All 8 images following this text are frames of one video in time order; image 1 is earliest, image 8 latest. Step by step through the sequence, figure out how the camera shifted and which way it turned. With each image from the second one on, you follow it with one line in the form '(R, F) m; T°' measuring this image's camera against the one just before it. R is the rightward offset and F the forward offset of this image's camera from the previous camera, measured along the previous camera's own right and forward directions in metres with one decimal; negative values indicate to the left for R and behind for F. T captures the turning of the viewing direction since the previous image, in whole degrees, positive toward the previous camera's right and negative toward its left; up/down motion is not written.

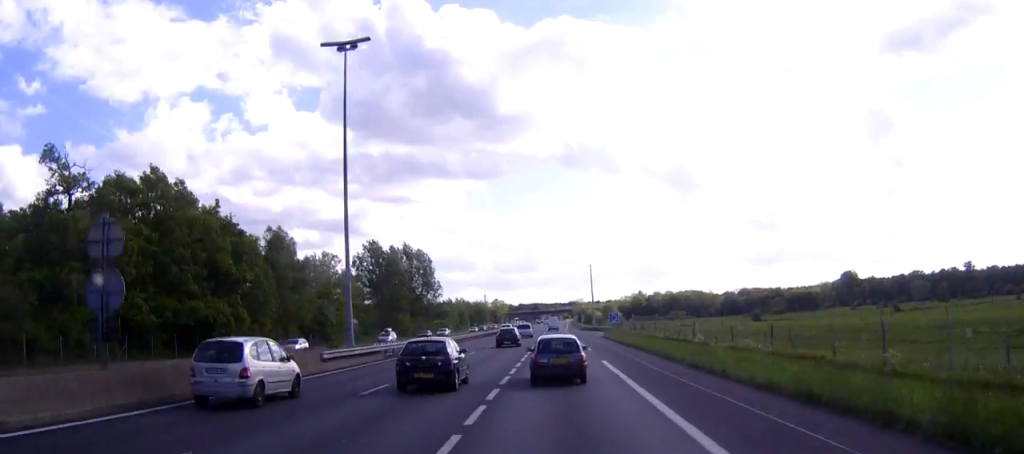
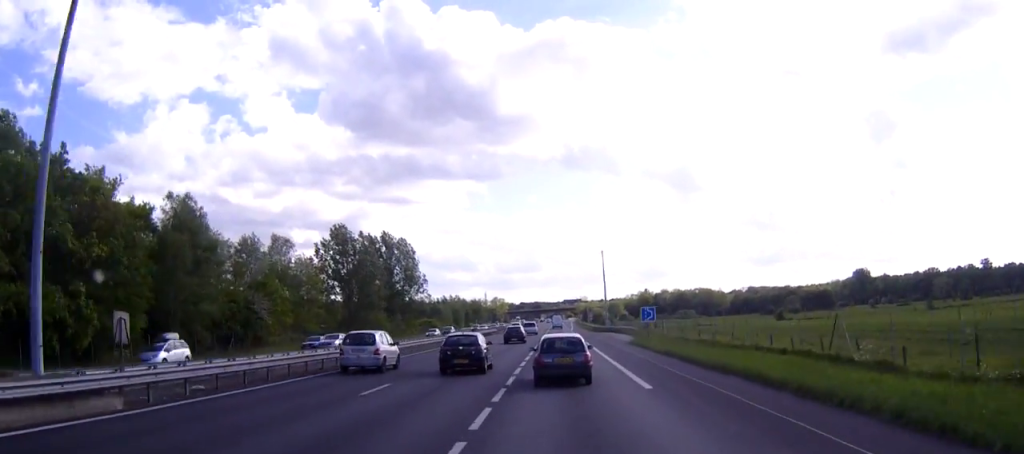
(0.0, +26.8) m; 0°
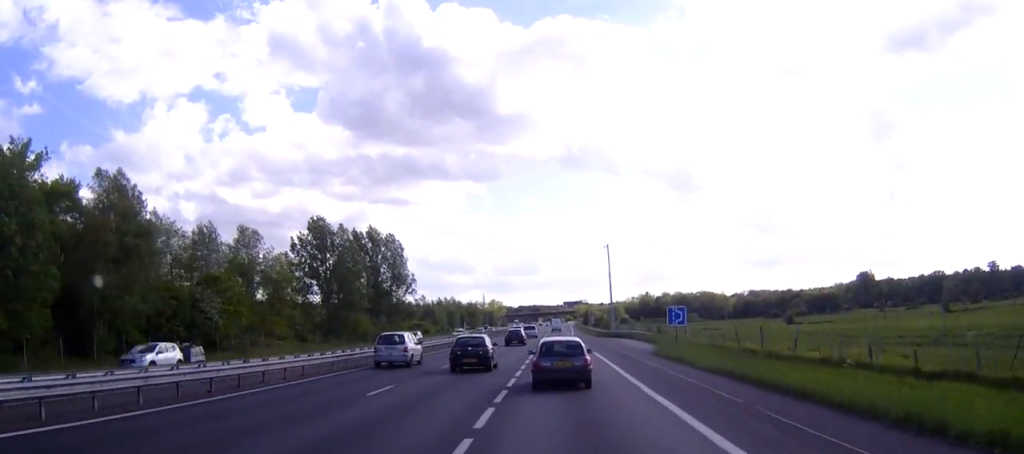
(0.0, +12.5) m; 0°
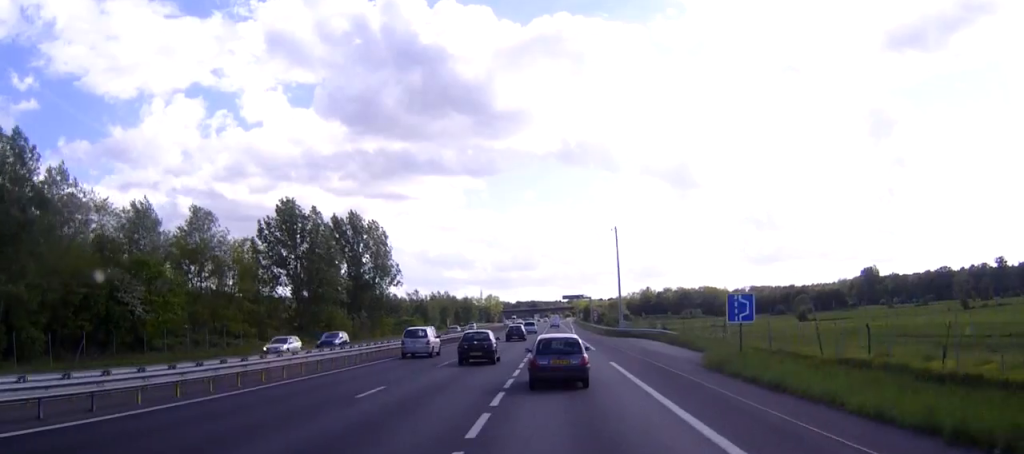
(0.0, +14.1) m; 0°
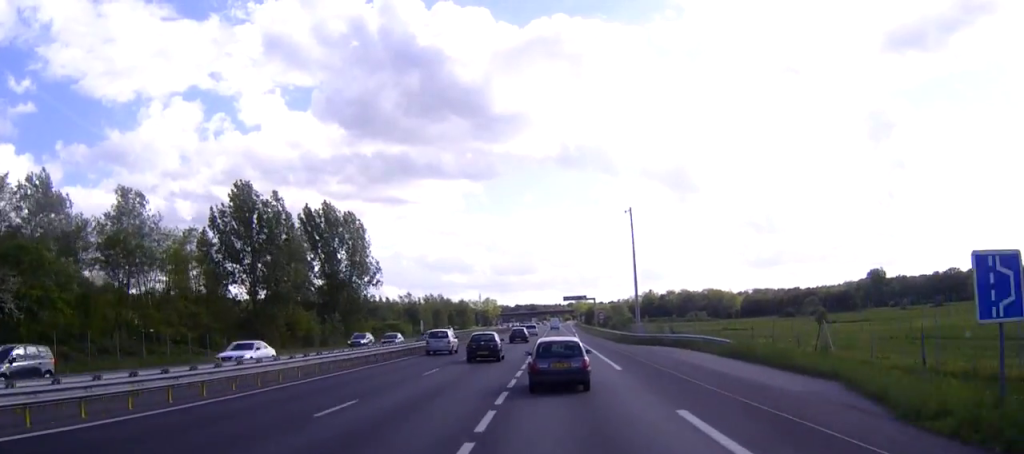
(0.0, +16.5) m; 0°
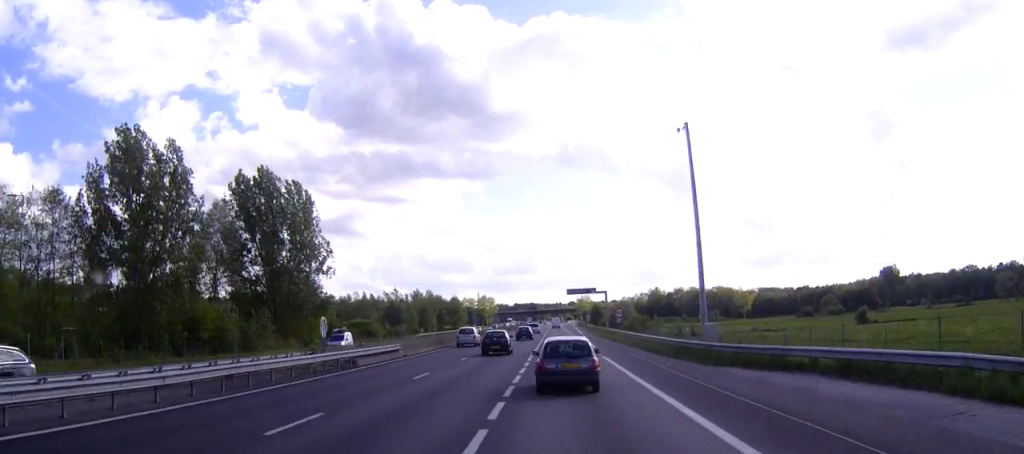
(-0.1, +28.8) m; +1°
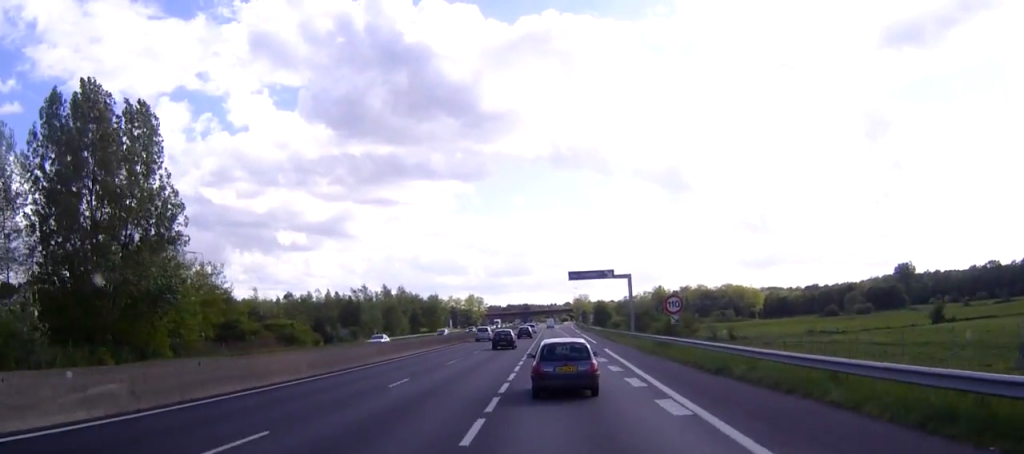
(+0.6, +41.8) m; +1°
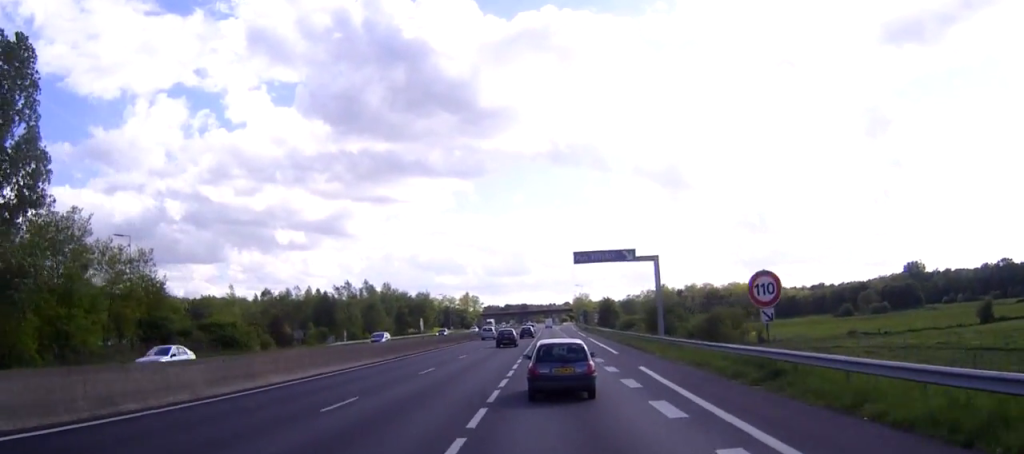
(0.0, +19.5) m; 0°
